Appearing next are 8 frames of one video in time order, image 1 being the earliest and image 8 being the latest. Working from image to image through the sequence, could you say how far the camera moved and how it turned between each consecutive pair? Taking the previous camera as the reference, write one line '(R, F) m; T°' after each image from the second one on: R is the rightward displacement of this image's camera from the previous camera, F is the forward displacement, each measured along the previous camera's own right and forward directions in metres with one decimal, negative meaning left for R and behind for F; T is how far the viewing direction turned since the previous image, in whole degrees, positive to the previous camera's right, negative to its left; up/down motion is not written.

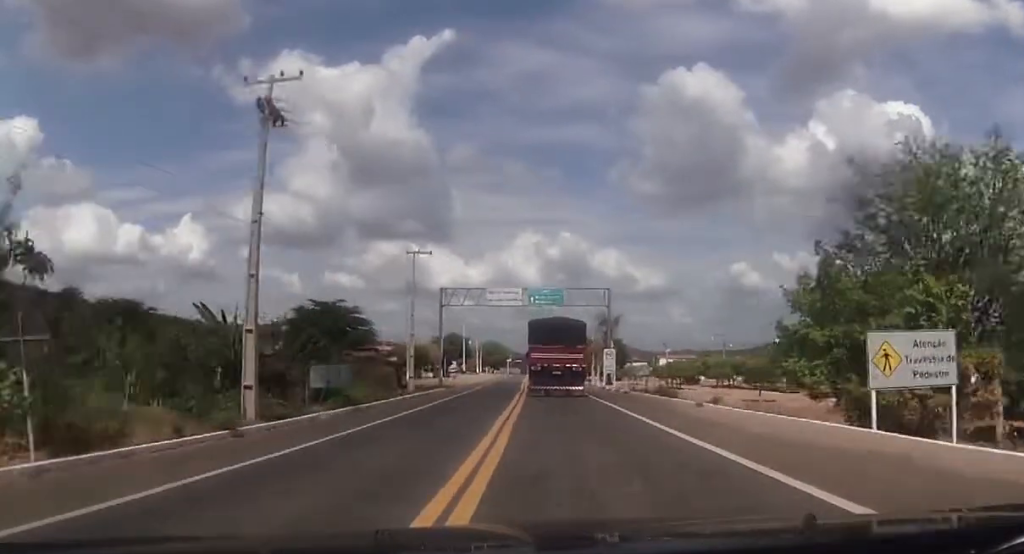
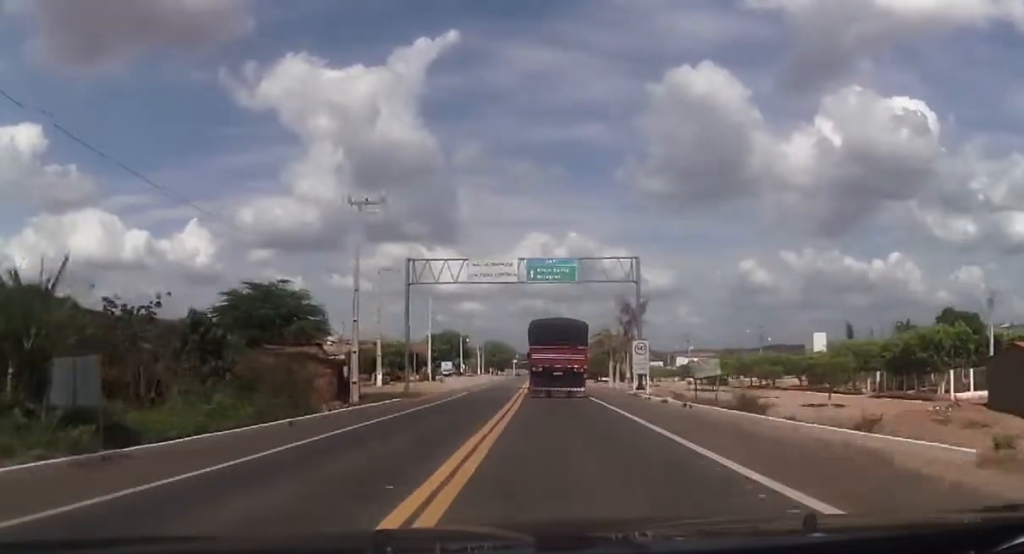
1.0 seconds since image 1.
(-0.6, +17.4) m; -1°
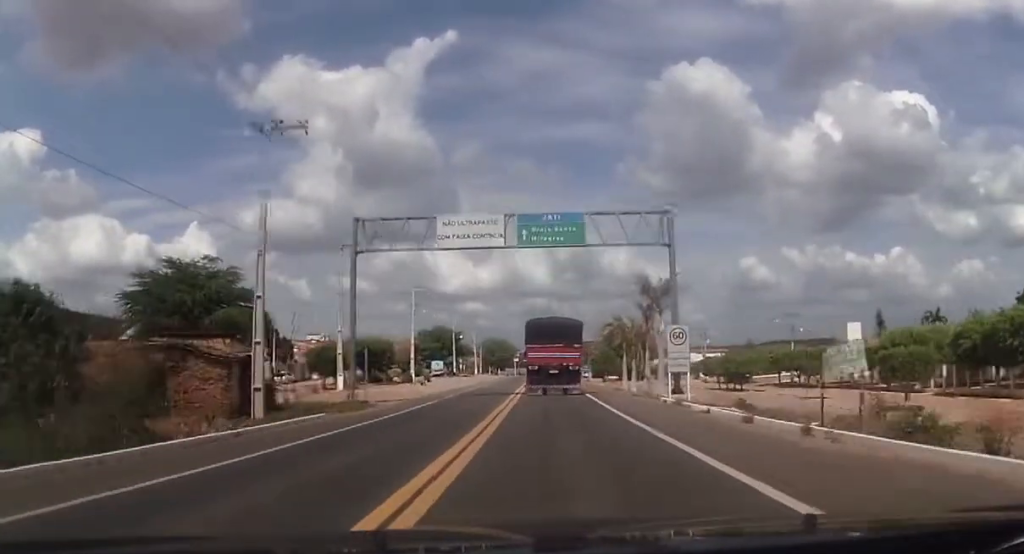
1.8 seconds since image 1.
(+0.2, +13.4) m; 0°
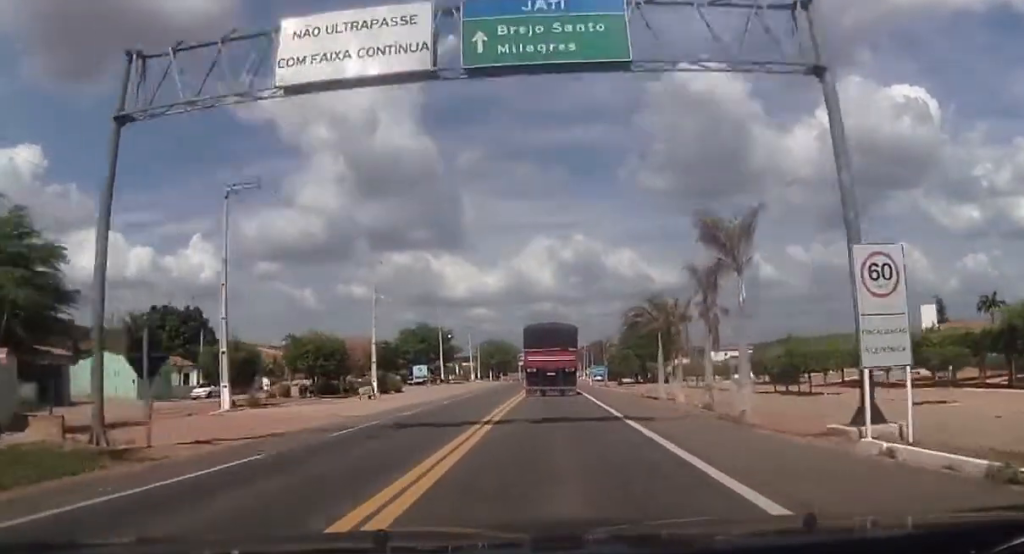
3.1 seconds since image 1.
(-0.2, +21.0) m; -1°
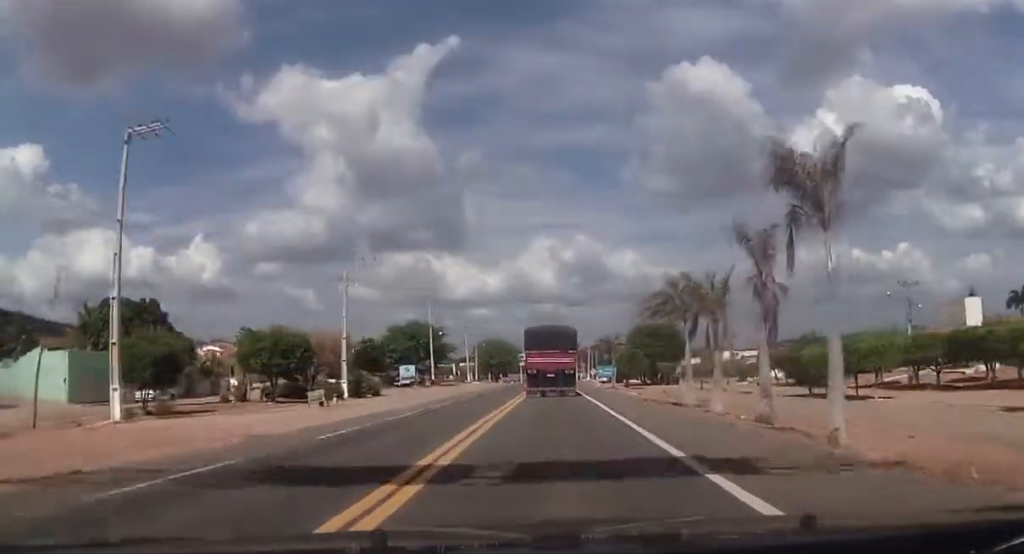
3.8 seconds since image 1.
(-0.1, +9.2) m; 0°
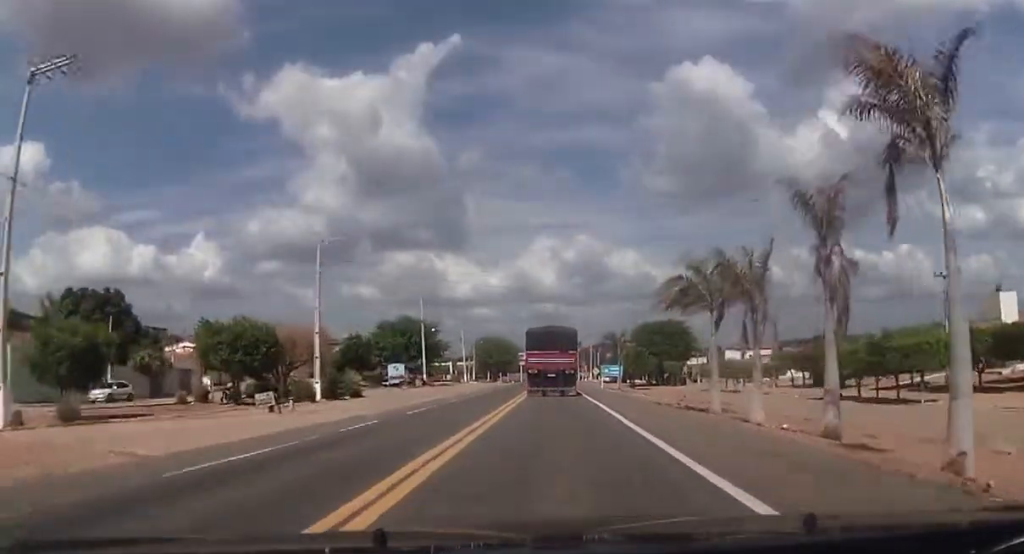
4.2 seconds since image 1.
(0.0, +6.3) m; 0°
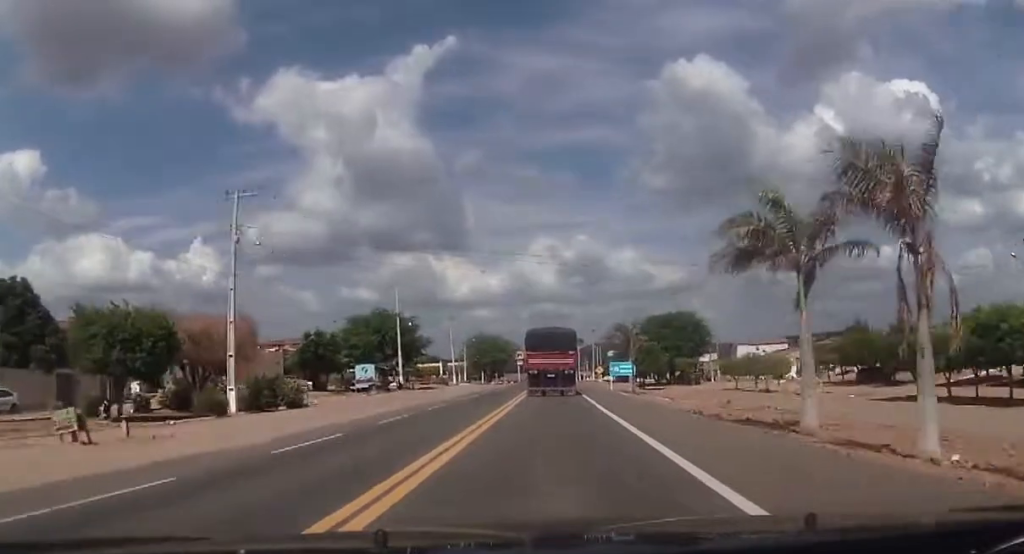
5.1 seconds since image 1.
(0.0, +12.4) m; 0°
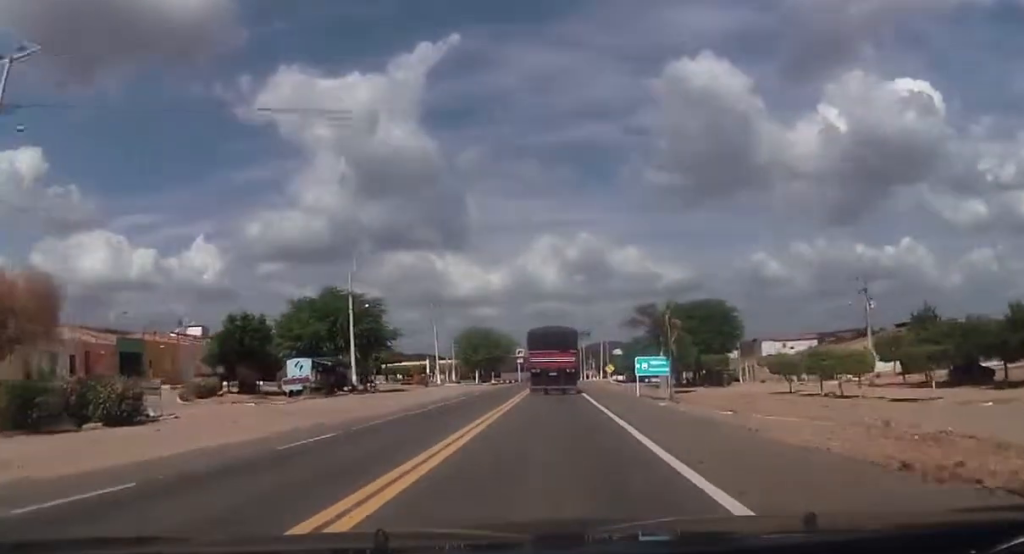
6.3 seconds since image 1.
(0.0, +17.4) m; 0°
